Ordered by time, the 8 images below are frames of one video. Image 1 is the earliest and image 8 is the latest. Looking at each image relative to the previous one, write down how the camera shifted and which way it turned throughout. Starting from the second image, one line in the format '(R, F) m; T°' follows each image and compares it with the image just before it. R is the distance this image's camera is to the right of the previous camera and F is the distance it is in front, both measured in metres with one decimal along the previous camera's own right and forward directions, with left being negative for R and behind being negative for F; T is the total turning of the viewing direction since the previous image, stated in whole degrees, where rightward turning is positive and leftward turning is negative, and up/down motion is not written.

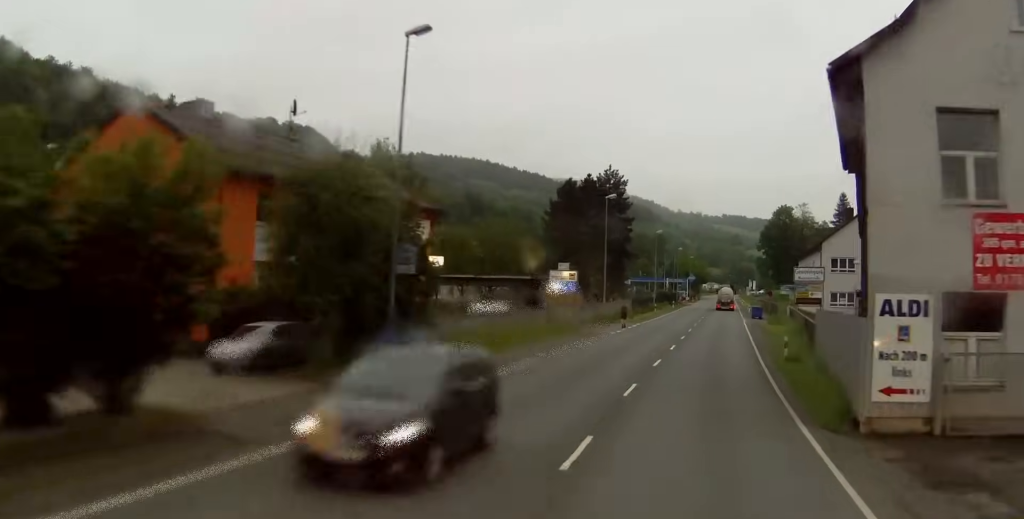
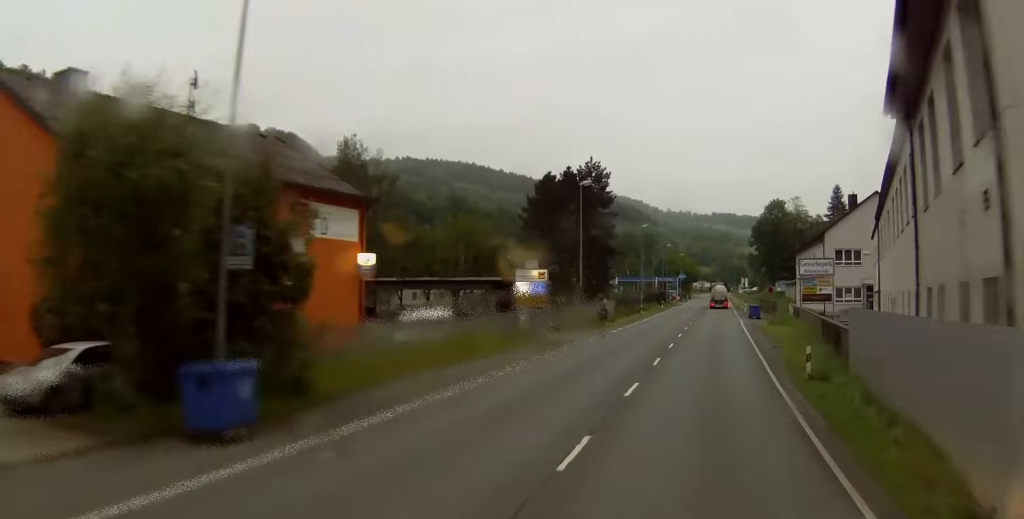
(0.0, +7.9) m; 0°
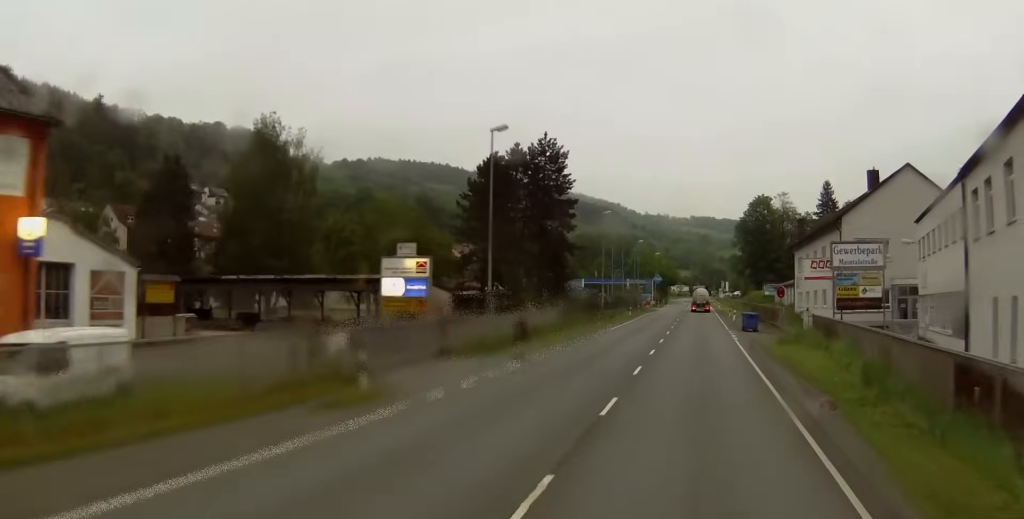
(0.0, +19.5) m; +1°
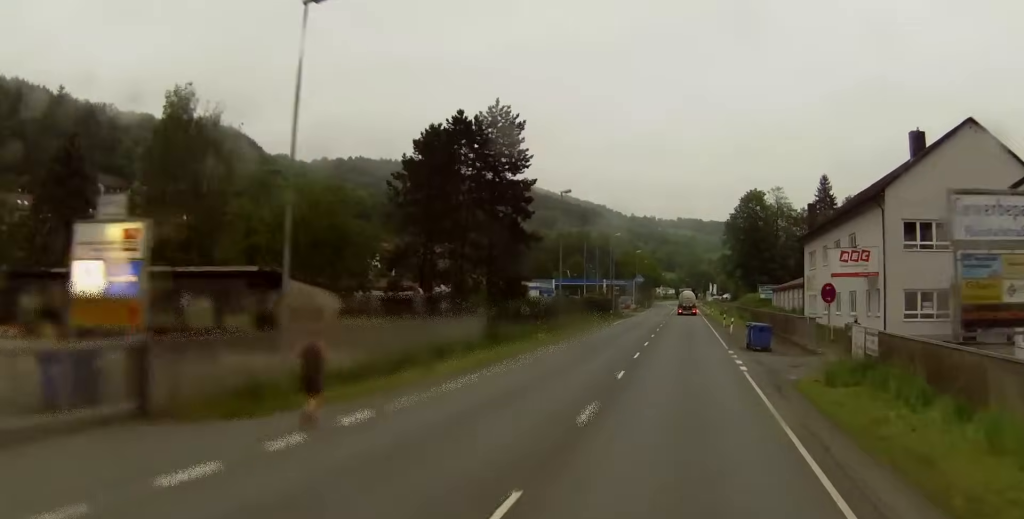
(+0.4, +20.2) m; +2°
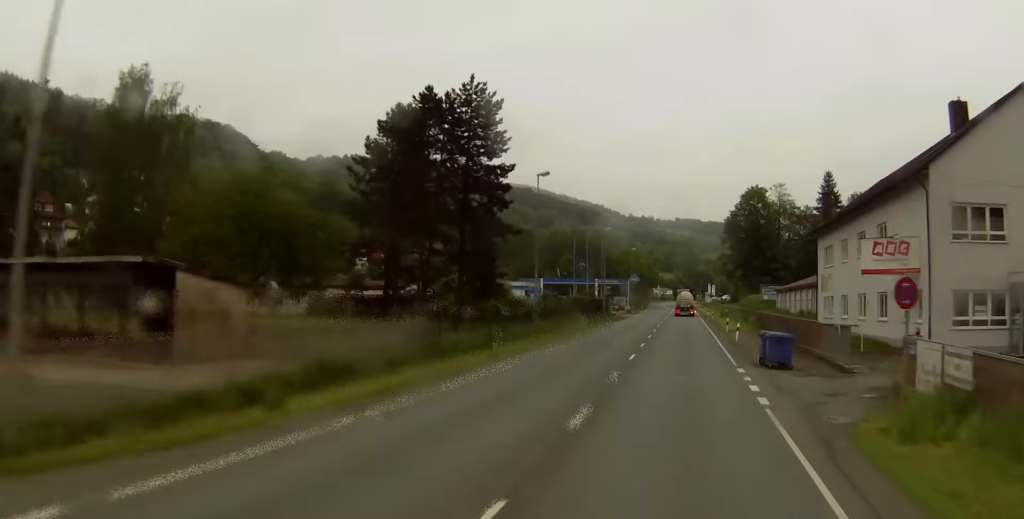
(+0.2, +11.4) m; 0°
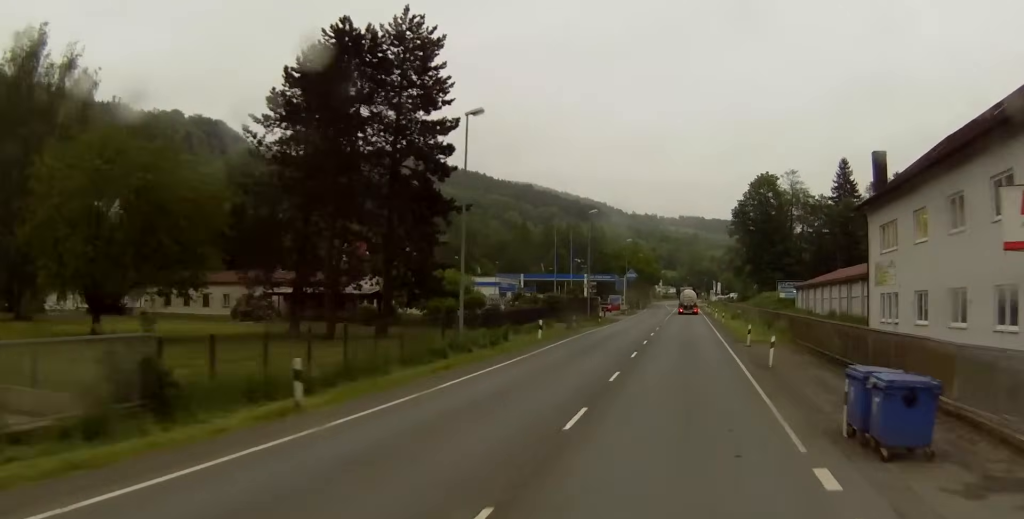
(-0.2, +22.2) m; -1°
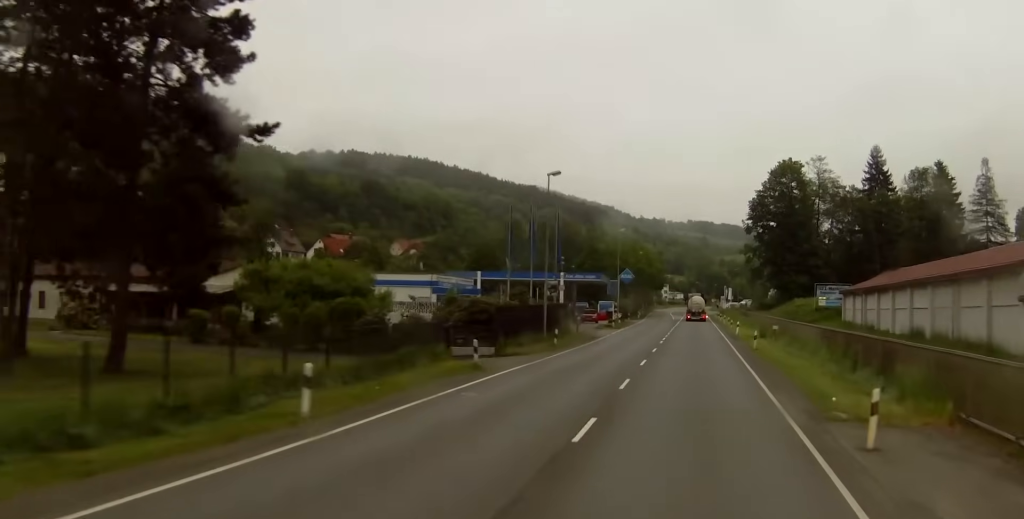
(+0.1, +29.7) m; 0°
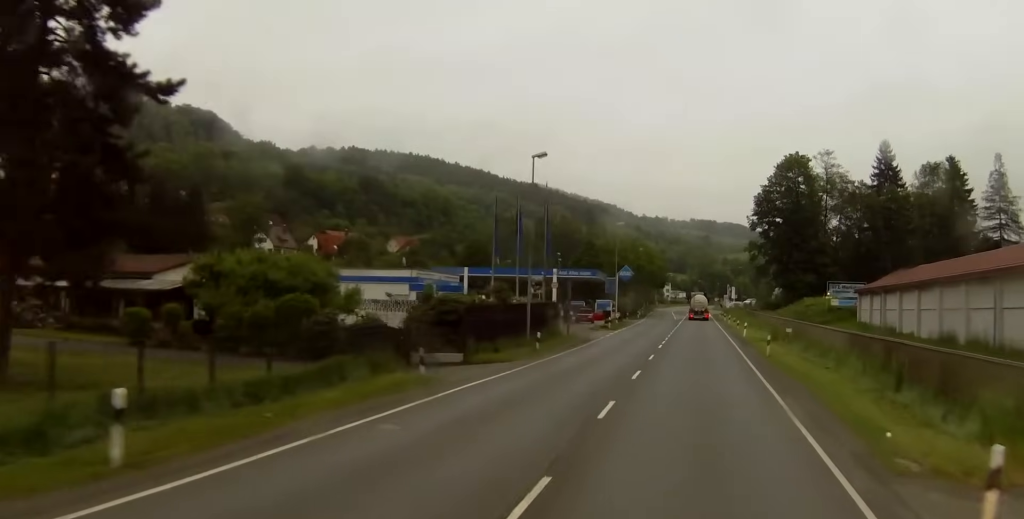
(0.0, +6.2) m; 0°
